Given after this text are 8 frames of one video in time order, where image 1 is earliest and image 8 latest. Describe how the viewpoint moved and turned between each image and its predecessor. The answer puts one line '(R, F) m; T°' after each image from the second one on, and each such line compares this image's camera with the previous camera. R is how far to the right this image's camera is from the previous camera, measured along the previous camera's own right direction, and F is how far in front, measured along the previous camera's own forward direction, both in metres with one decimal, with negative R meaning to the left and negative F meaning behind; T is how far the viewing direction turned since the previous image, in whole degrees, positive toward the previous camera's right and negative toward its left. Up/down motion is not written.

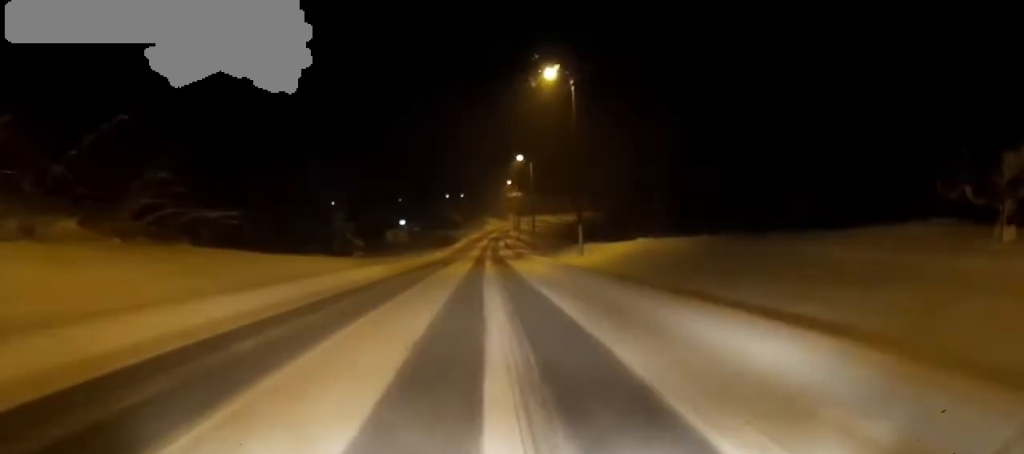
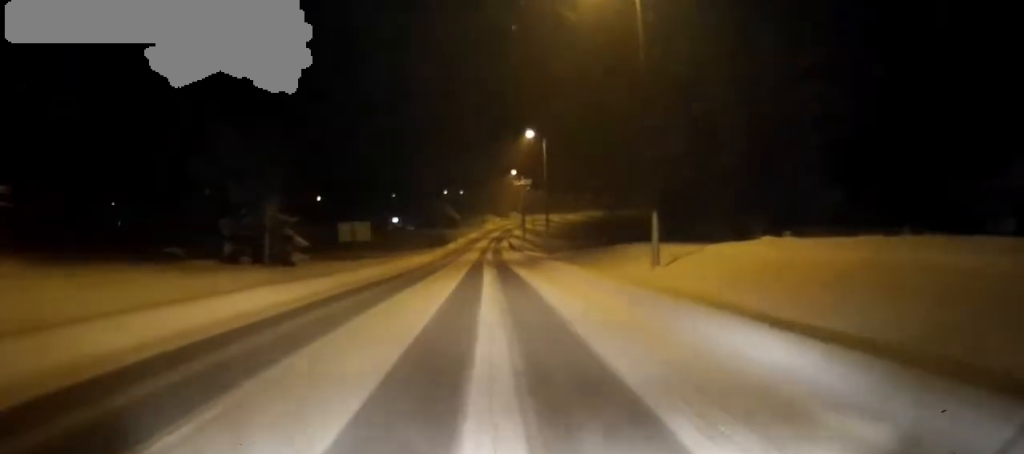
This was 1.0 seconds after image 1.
(+0.1, +18.3) m; 0°
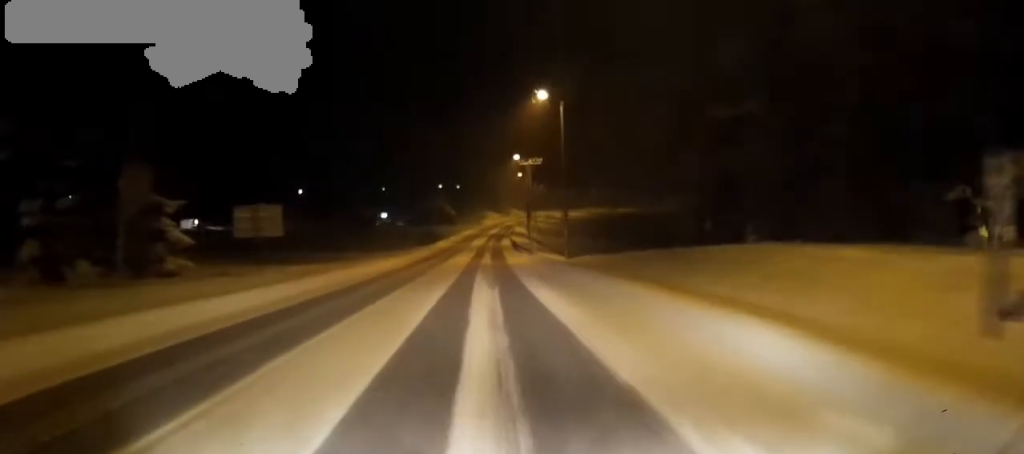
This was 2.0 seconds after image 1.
(+0.1, +16.8) m; 0°
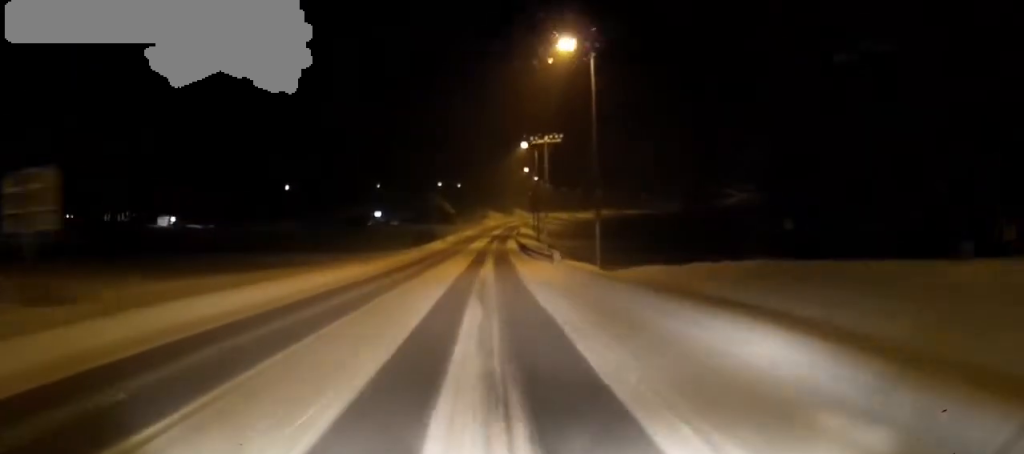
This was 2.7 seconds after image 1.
(-0.1, +13.4) m; 0°
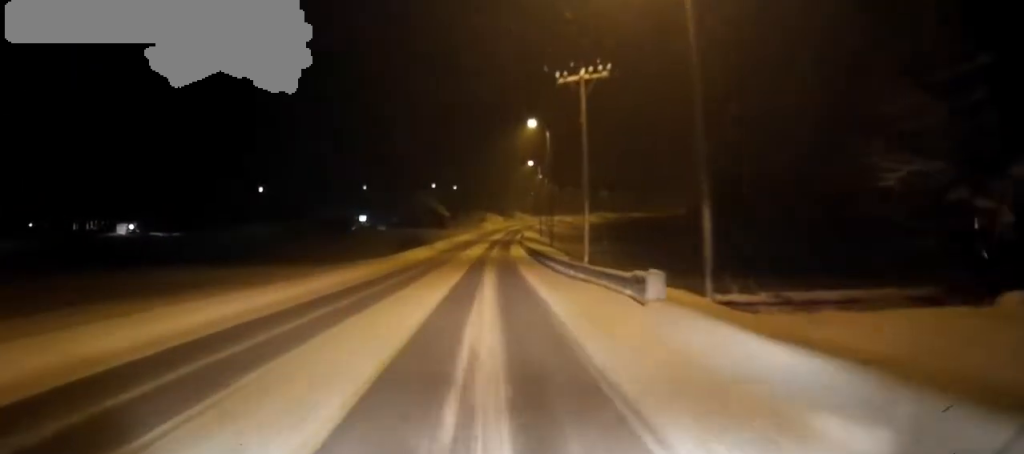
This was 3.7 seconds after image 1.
(+0.1, +17.9) m; +1°
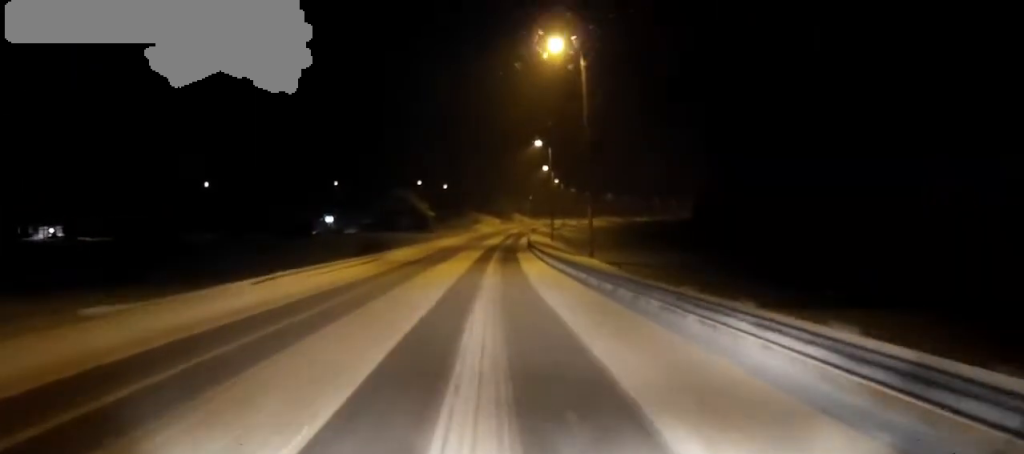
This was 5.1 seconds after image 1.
(+0.2, +26.2) m; 0°
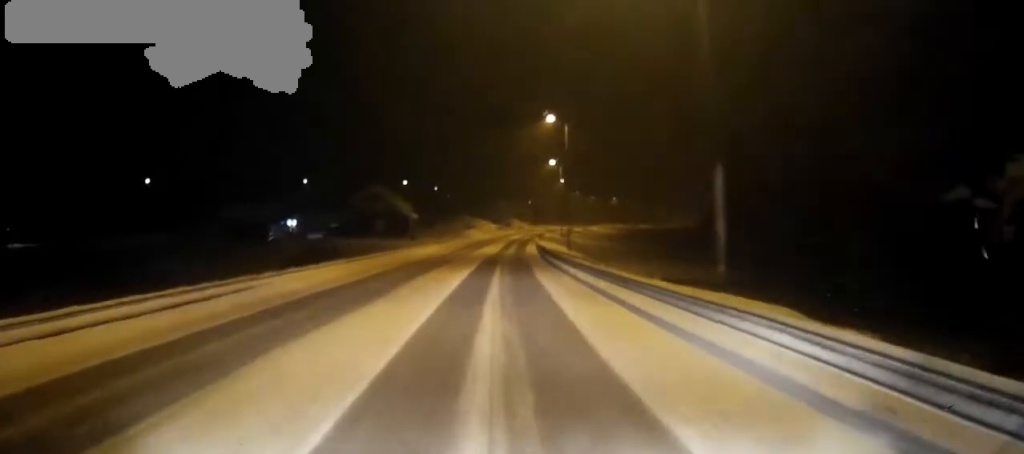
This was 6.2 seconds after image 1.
(+0.1, +20.5) m; +1°
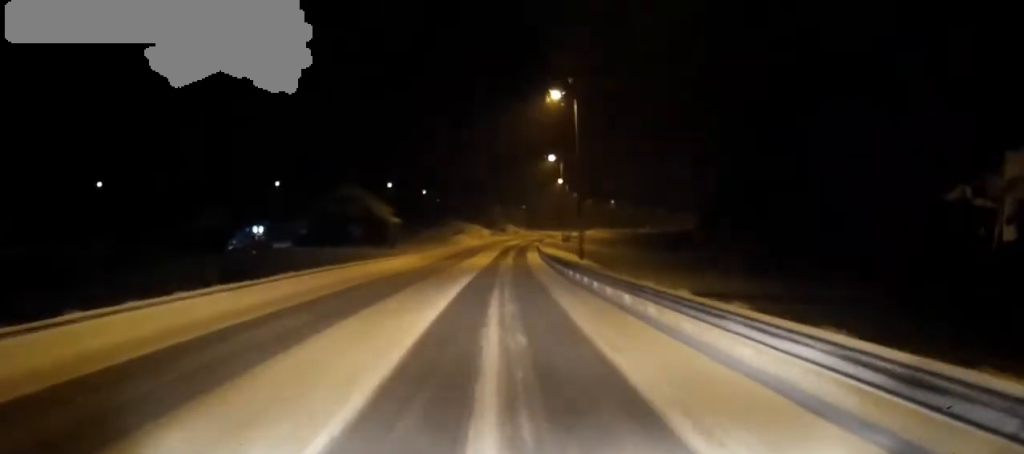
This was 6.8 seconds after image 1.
(+0.1, +11.8) m; +1°
